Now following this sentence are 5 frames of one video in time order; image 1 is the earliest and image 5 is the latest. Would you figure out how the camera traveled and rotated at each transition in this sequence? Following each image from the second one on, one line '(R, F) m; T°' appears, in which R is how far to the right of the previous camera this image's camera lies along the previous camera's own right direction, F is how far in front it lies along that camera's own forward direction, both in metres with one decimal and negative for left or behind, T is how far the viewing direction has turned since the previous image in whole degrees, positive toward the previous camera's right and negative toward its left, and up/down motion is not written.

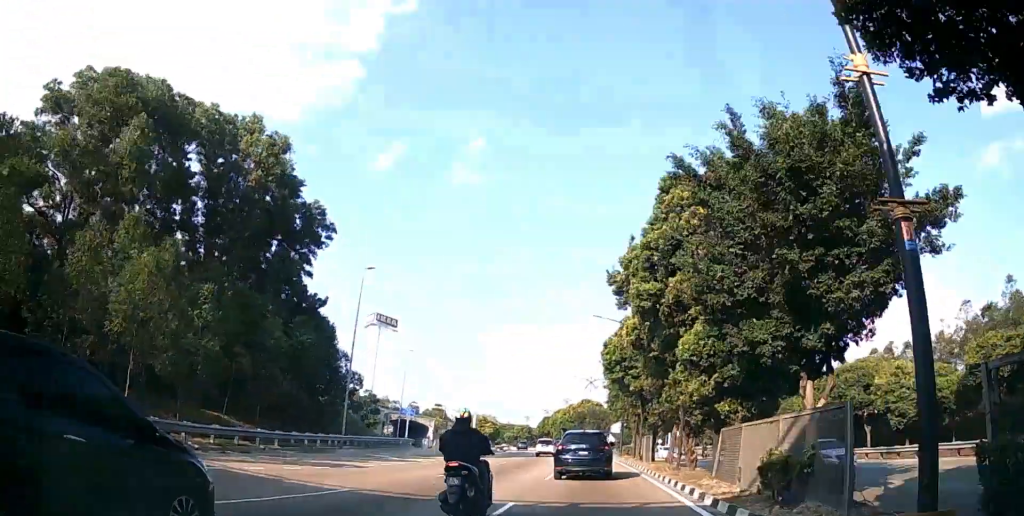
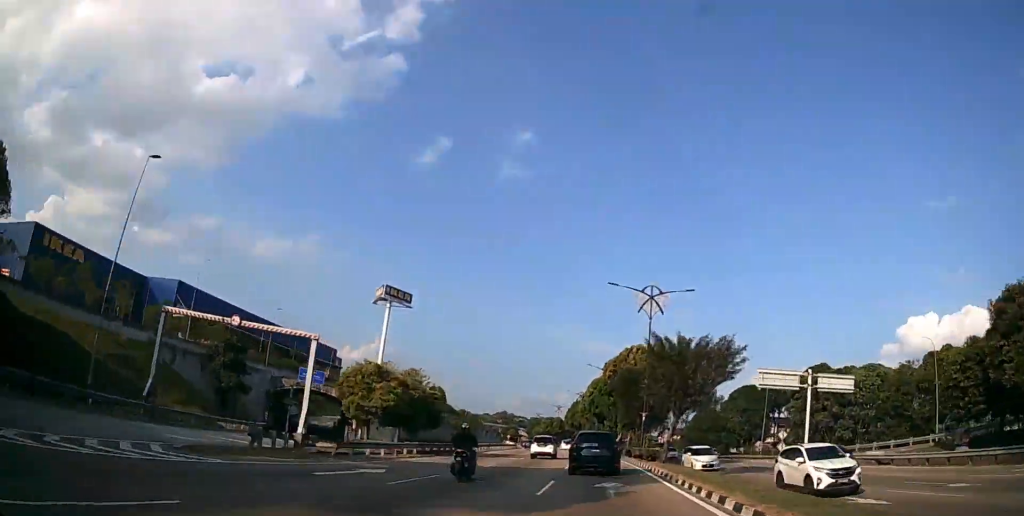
(-2.1, +53.1) m; -5°
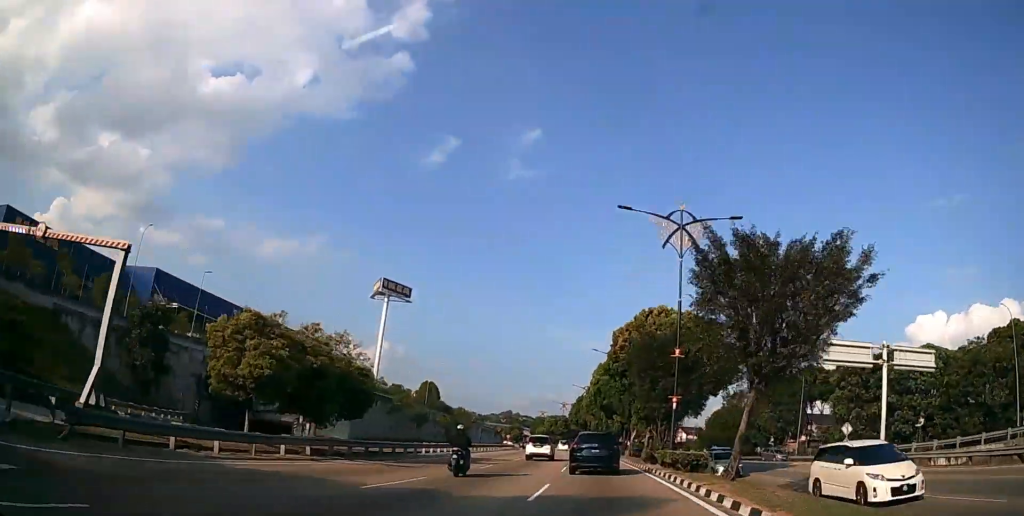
(-0.1, +13.5) m; -1°
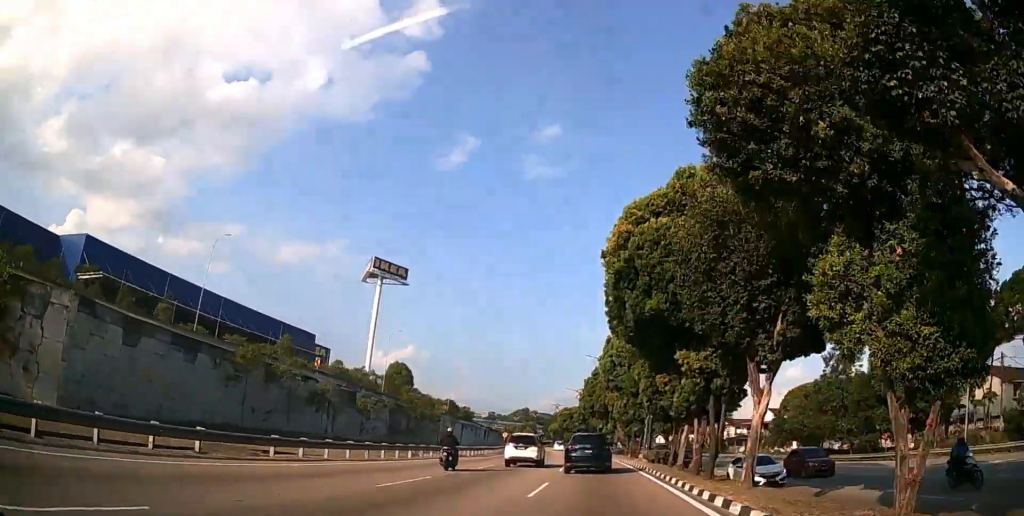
(-0.9, +35.3) m; -3°
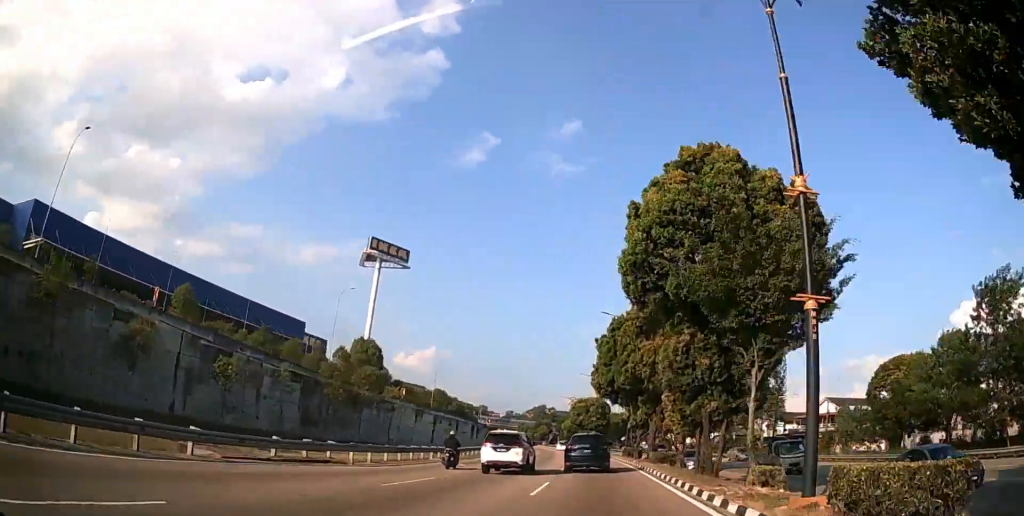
(-0.4, +23.7) m; -2°
